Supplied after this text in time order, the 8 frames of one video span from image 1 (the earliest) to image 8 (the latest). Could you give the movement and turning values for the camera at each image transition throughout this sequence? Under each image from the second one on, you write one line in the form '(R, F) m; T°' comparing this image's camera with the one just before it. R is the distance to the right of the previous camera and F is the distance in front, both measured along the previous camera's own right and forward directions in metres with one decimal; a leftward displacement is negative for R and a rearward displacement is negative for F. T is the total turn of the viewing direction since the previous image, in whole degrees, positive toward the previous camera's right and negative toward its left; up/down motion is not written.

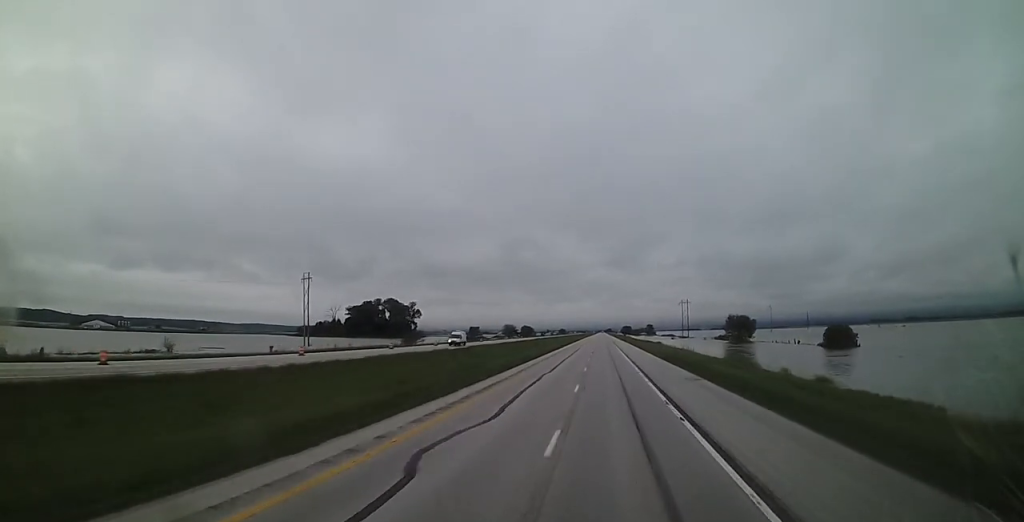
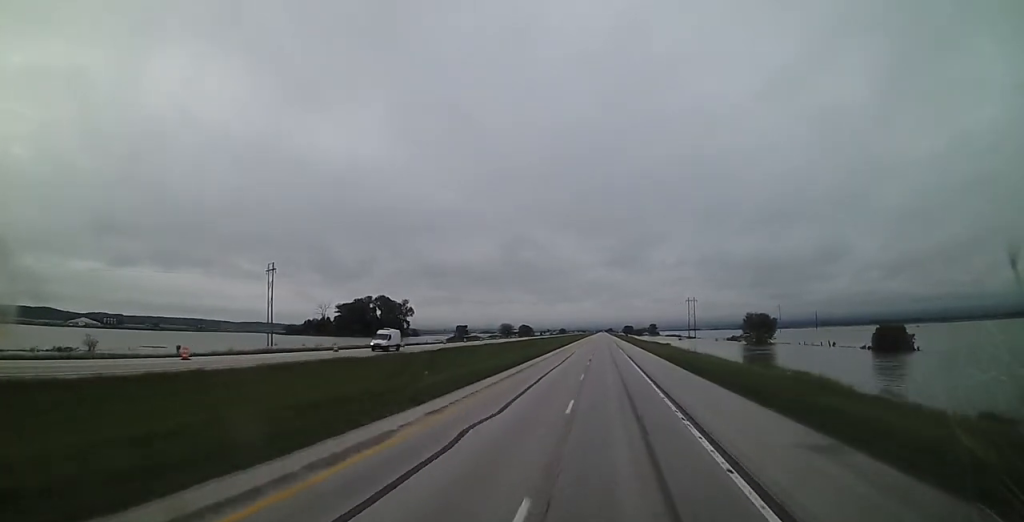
(0.0, +18.5) m; 0°
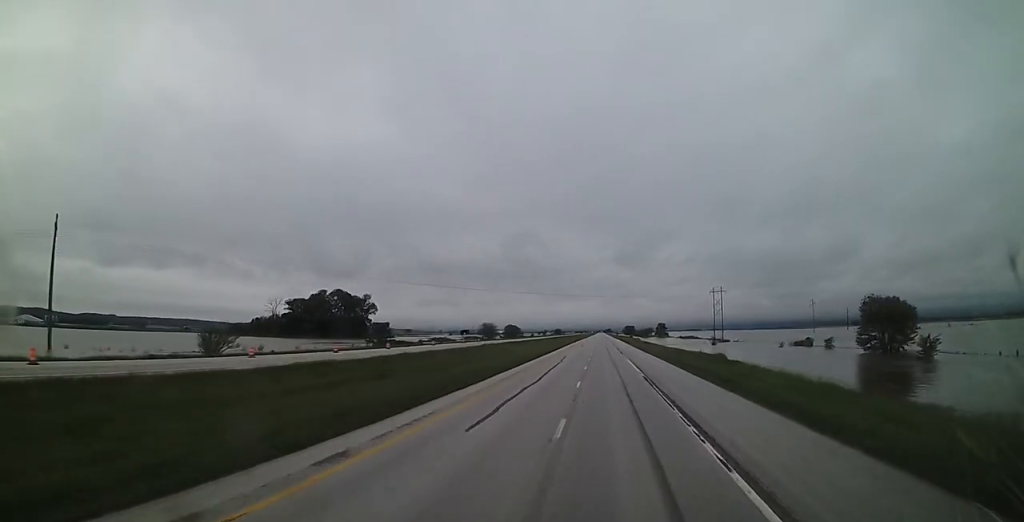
(+0.2, +64.5) m; 0°
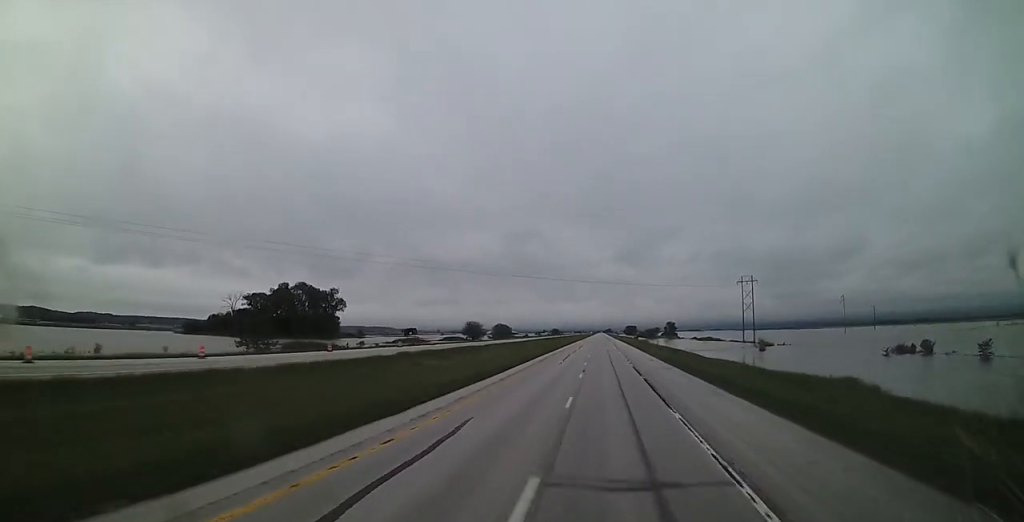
(-0.1, +42.9) m; 0°
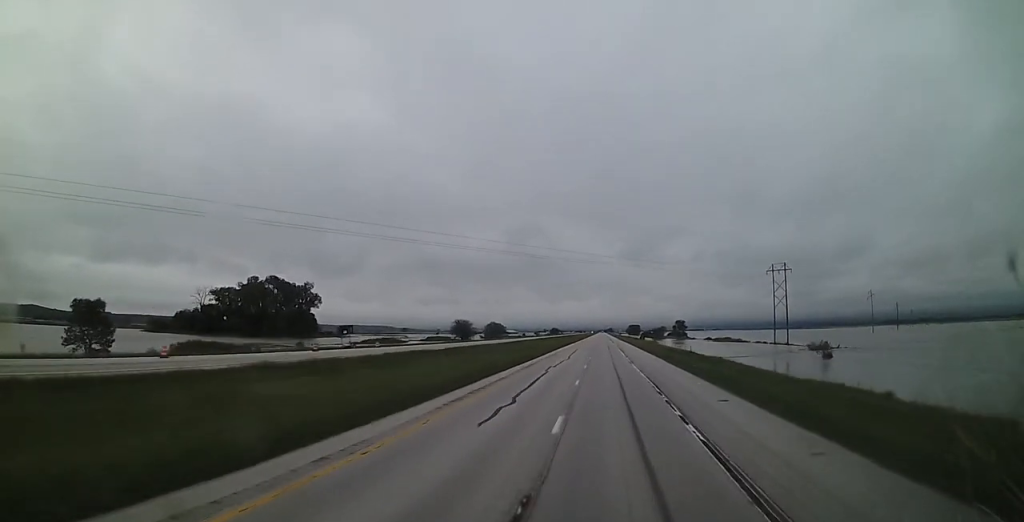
(0.0, +29.2) m; 0°
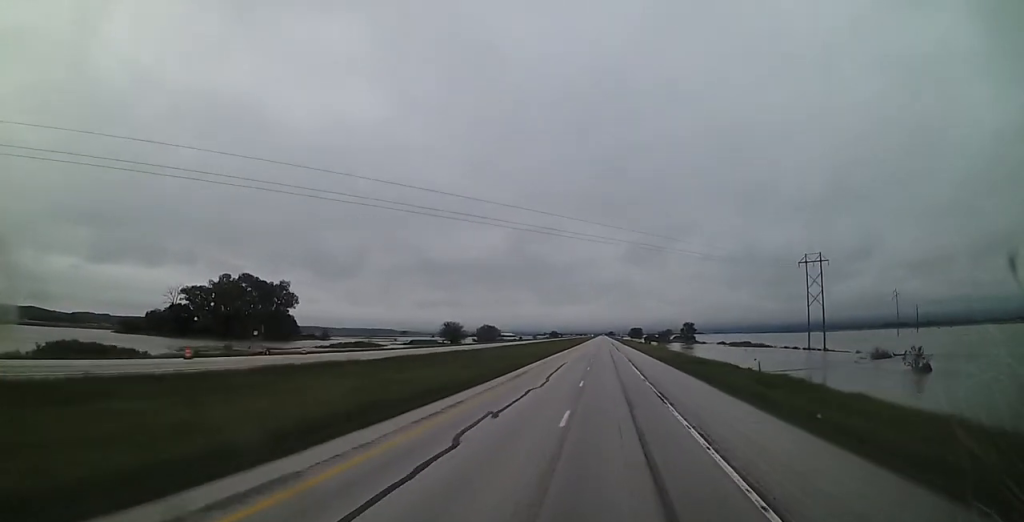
(0.0, +22.6) m; 0°
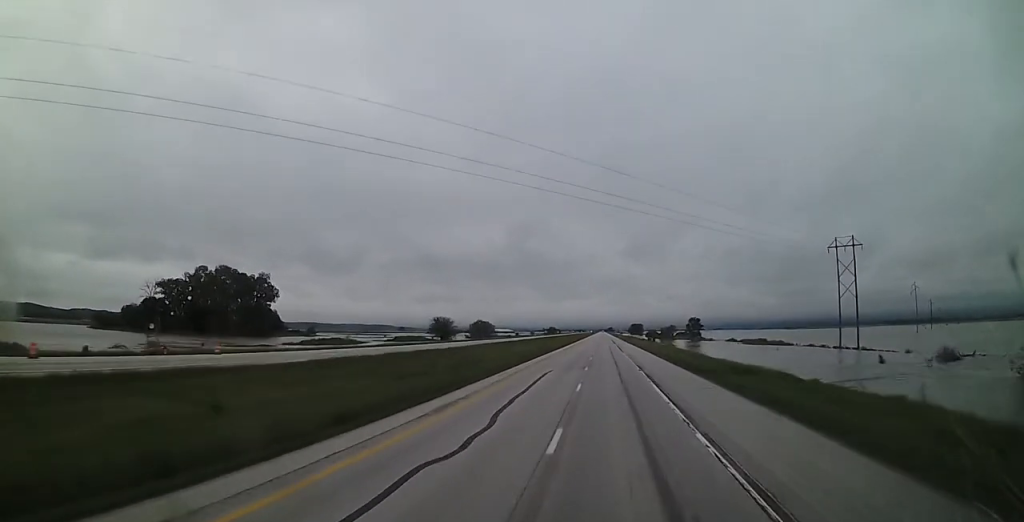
(-0.1, +16.1) m; +1°
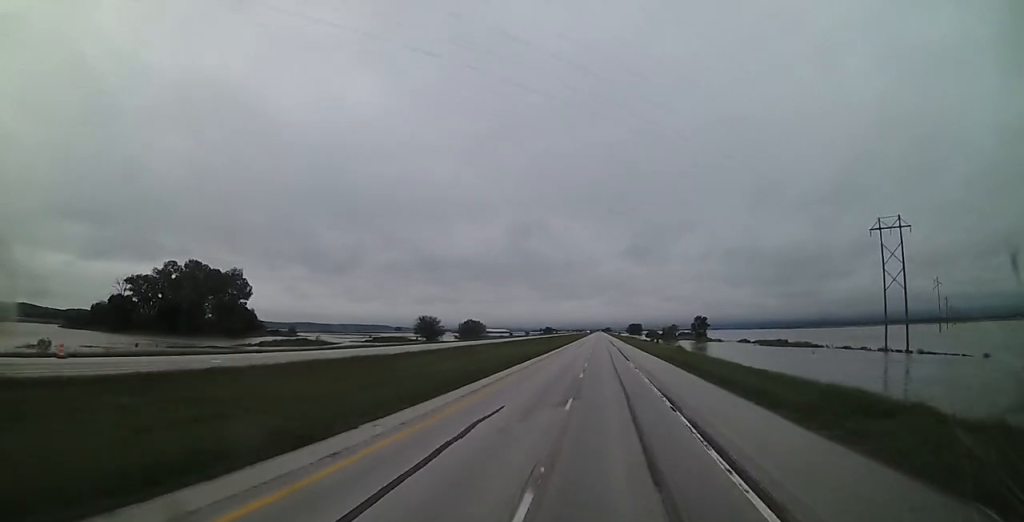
(+0.2, +18.1) m; 0°
